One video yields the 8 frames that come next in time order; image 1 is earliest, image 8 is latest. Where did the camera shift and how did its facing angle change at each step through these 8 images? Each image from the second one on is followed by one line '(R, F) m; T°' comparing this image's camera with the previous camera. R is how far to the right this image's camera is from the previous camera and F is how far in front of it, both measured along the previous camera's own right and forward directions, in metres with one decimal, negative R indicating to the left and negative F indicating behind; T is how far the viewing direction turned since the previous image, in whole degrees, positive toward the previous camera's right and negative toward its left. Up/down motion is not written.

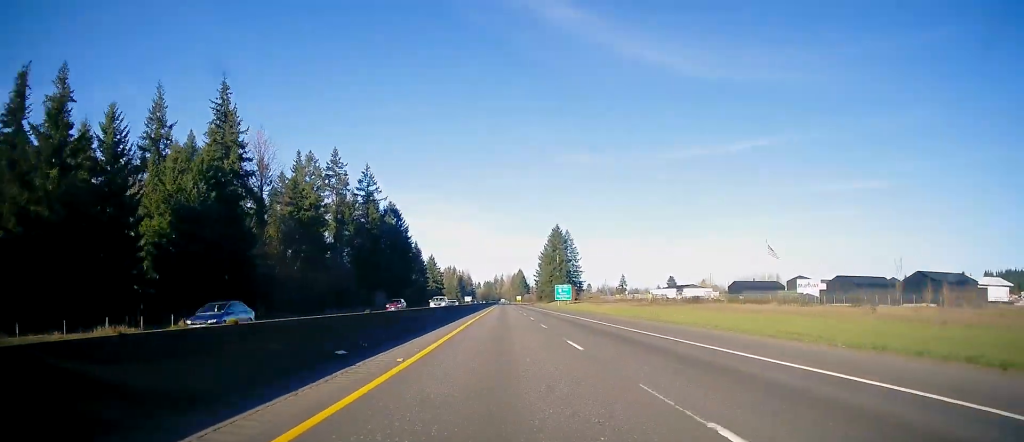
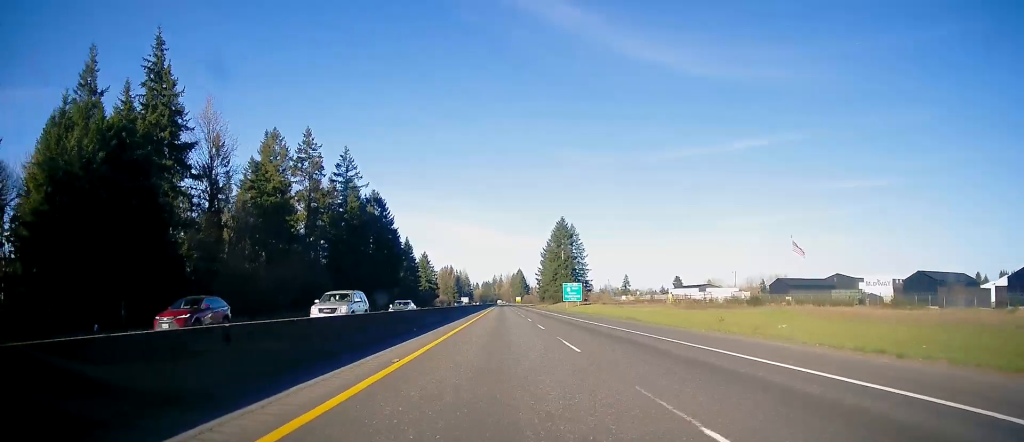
(+0.4, +24.3) m; +1°
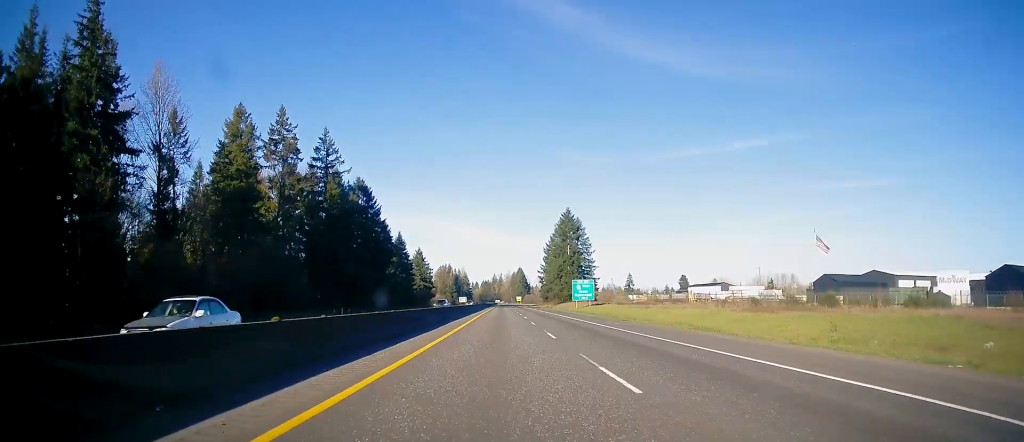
(0.0, +18.8) m; 0°
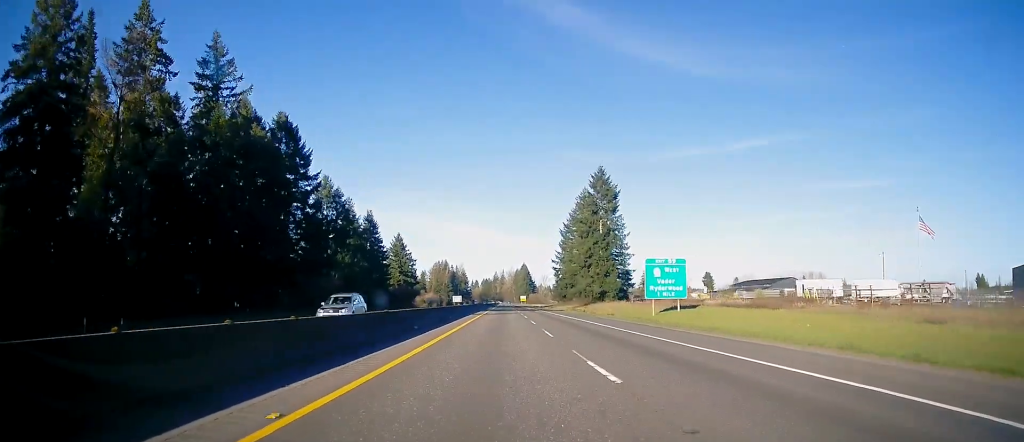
(0.0, +59.7) m; 0°
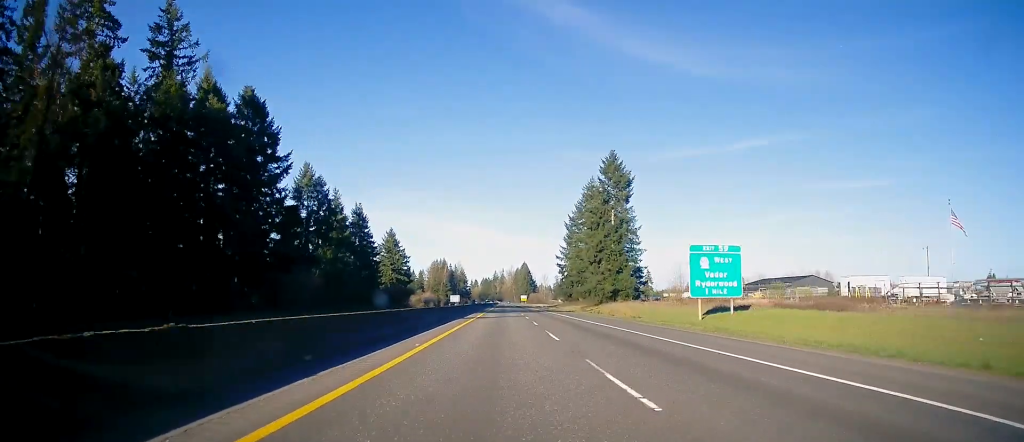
(0.0, +14.4) m; 0°
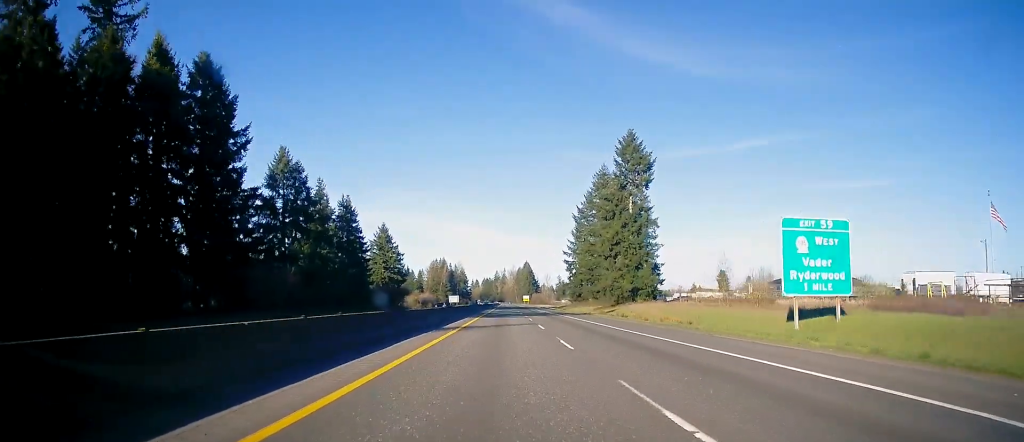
(0.0, +15.5) m; 0°
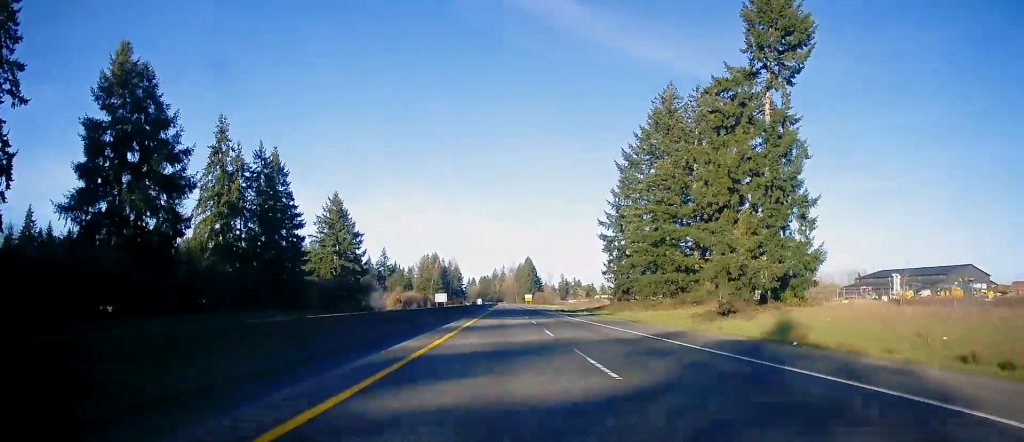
(0.0, +55.5) m; 0°
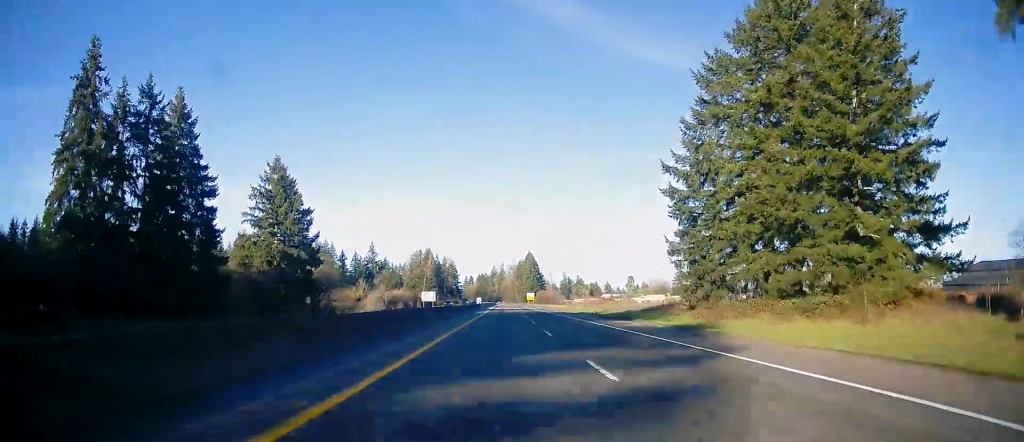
(-0.3, +36.6) m; 0°
